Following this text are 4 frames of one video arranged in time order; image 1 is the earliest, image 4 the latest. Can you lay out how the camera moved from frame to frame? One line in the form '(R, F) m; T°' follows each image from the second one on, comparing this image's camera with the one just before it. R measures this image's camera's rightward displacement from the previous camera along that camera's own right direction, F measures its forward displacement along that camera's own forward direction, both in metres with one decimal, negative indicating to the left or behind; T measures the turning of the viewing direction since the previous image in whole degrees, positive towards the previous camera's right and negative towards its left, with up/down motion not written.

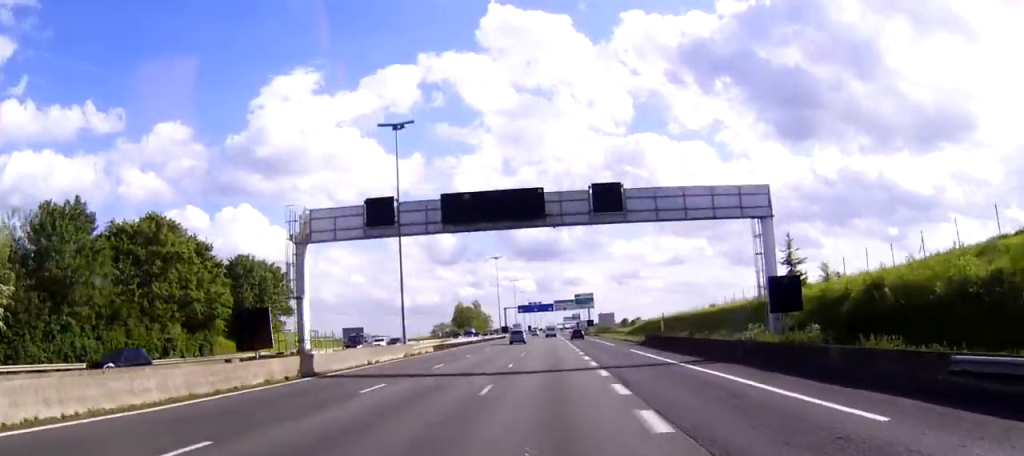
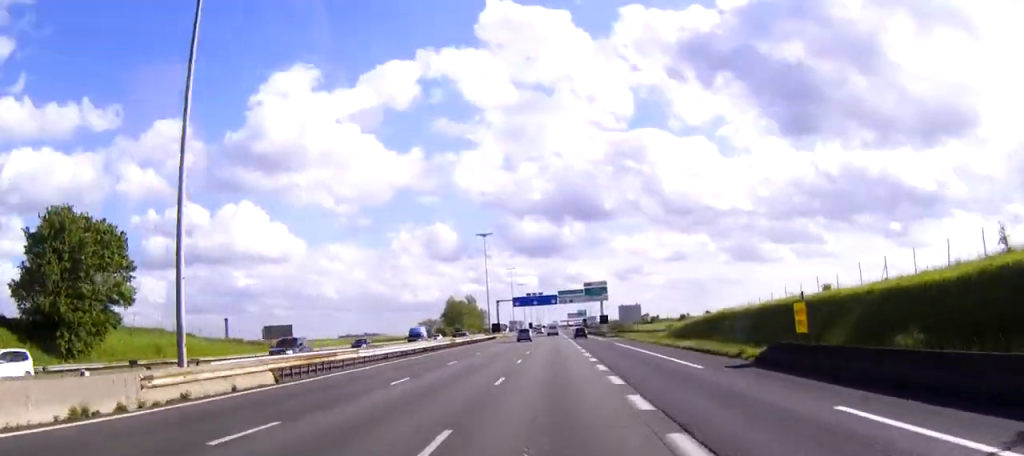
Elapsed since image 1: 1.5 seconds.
(0.0, +35.8) m; 0°
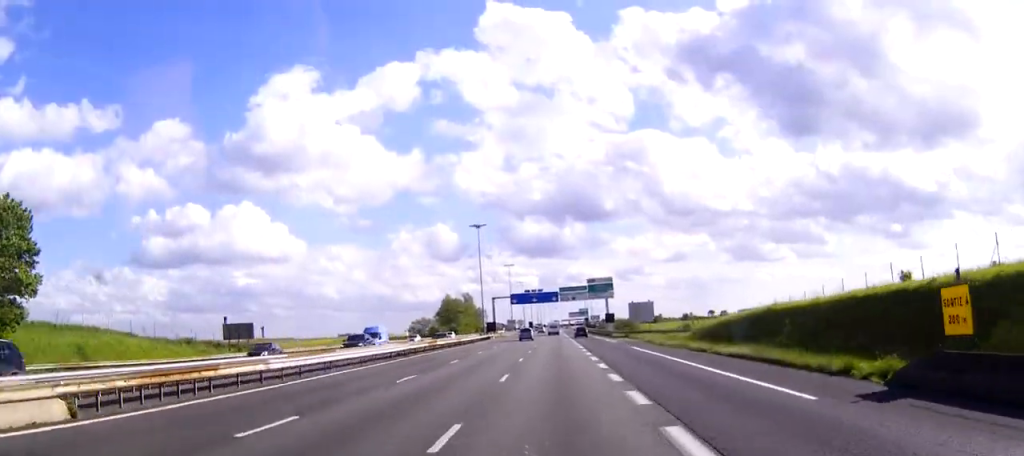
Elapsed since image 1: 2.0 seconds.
(0.0, +12.3) m; 0°
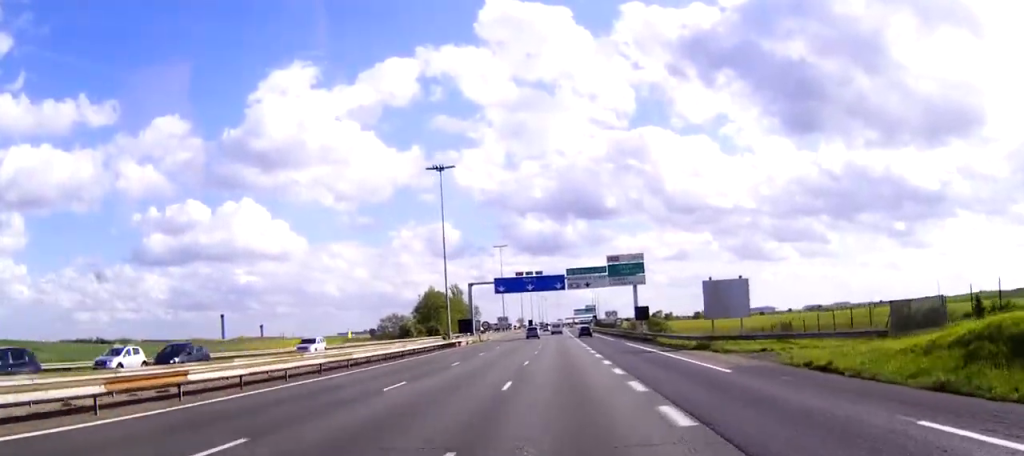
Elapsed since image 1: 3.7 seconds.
(-0.1, +42.6) m; 0°
